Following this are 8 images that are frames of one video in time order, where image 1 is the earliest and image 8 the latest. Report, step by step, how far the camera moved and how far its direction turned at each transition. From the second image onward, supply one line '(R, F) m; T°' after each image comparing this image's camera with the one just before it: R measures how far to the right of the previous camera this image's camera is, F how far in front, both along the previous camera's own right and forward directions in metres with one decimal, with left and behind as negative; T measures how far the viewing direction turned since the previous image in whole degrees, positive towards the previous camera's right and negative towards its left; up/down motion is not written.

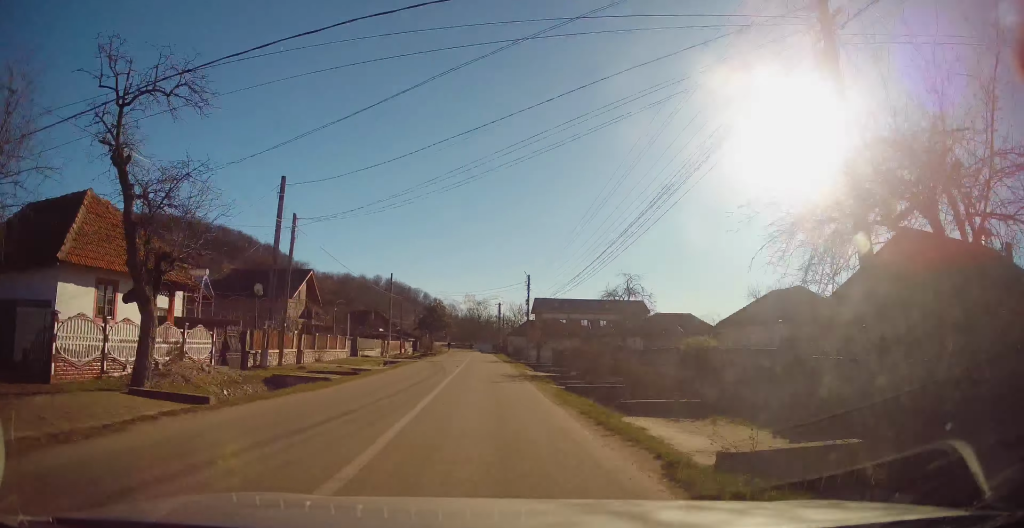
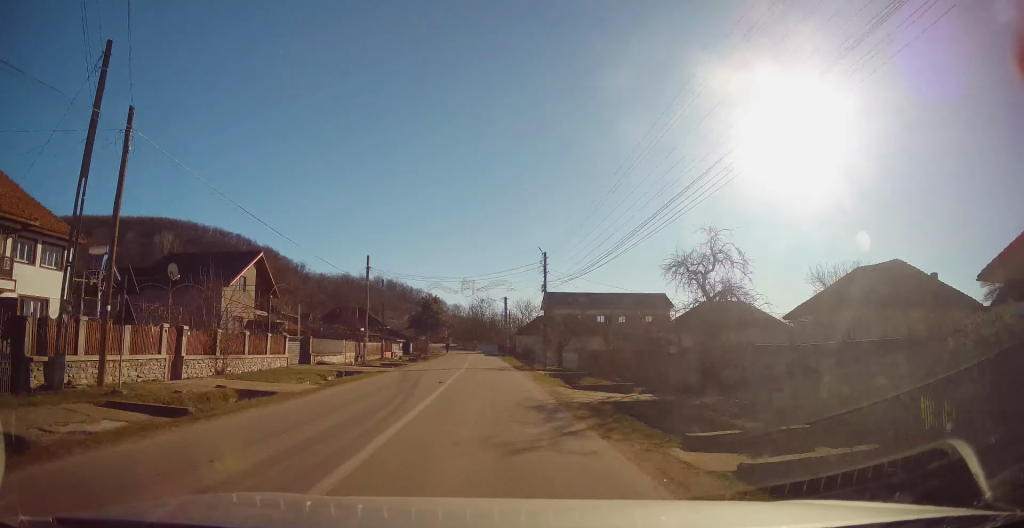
(+0.2, +12.2) m; -1°
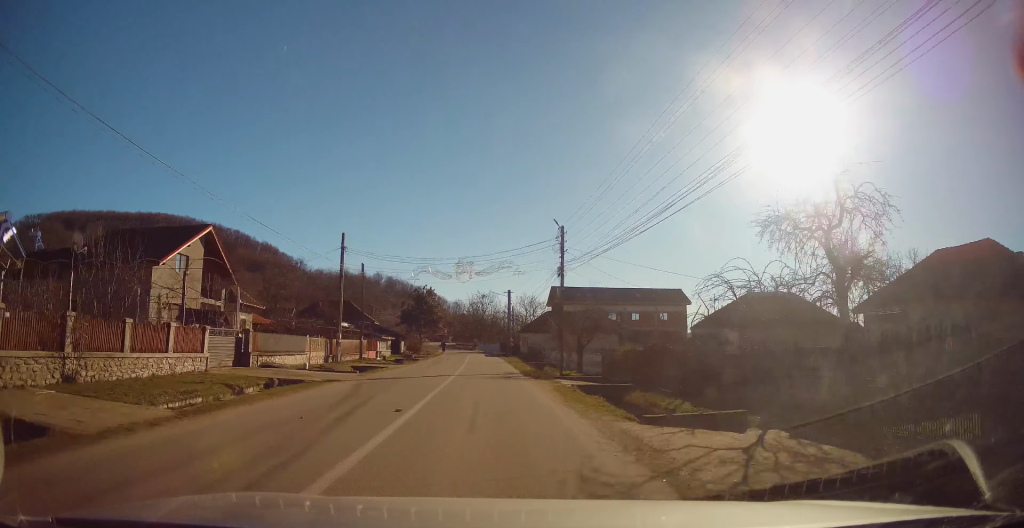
(0.0, +8.1) m; -1°
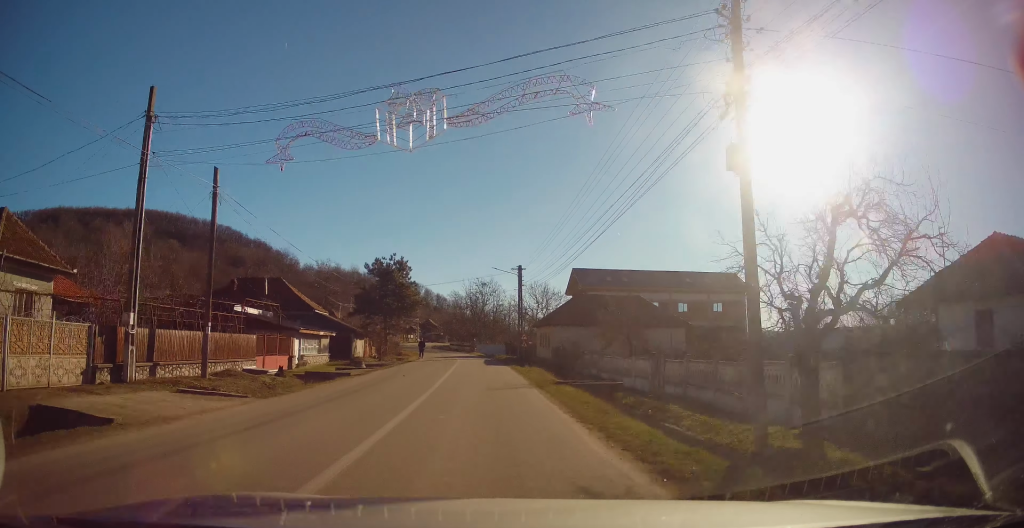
(-0.5, +21.8) m; -1°
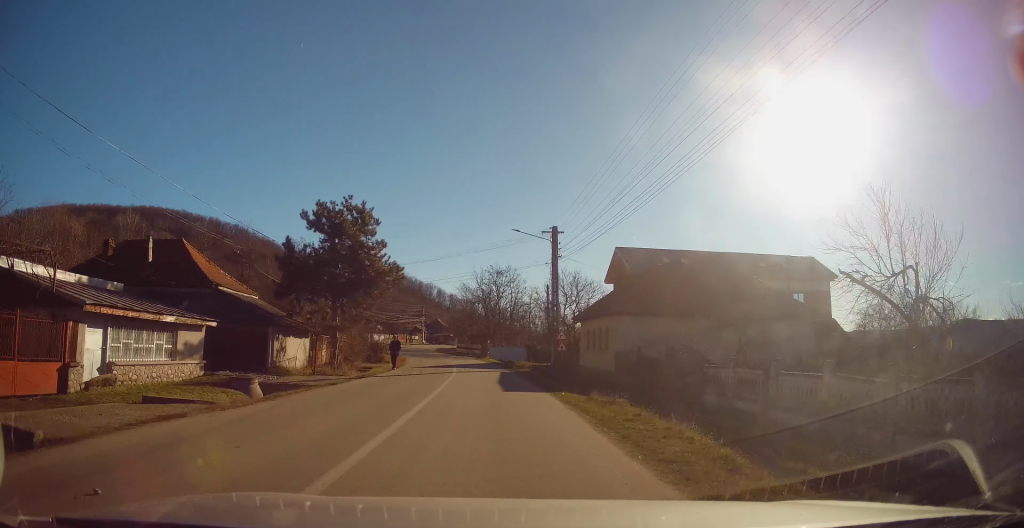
(0.0, +16.5) m; -1°
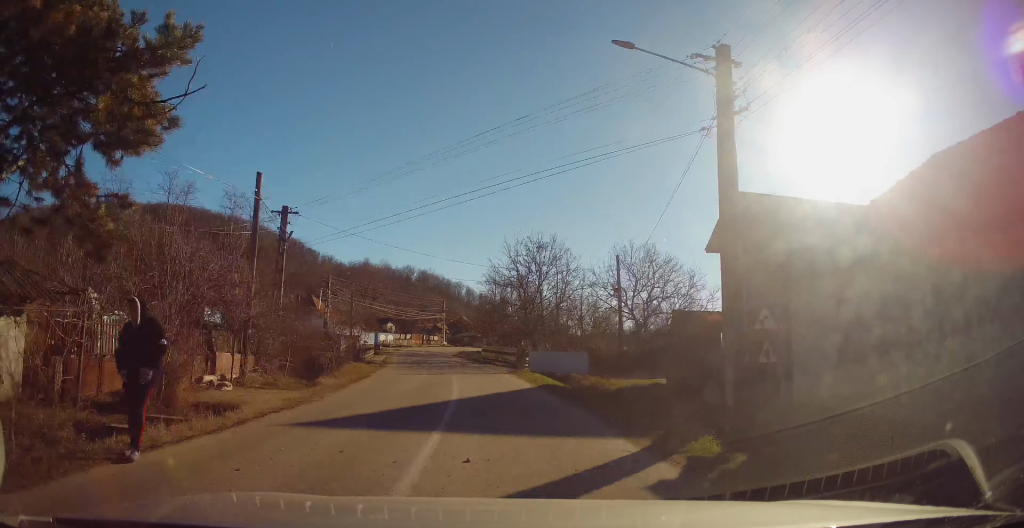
(-0.3, +20.3) m; -3°
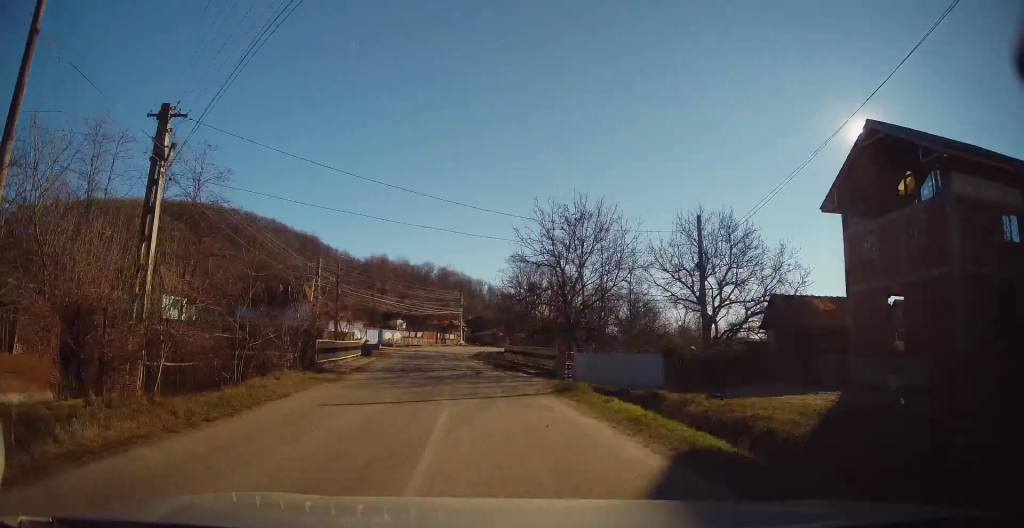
(-0.2, +11.7) m; -2°
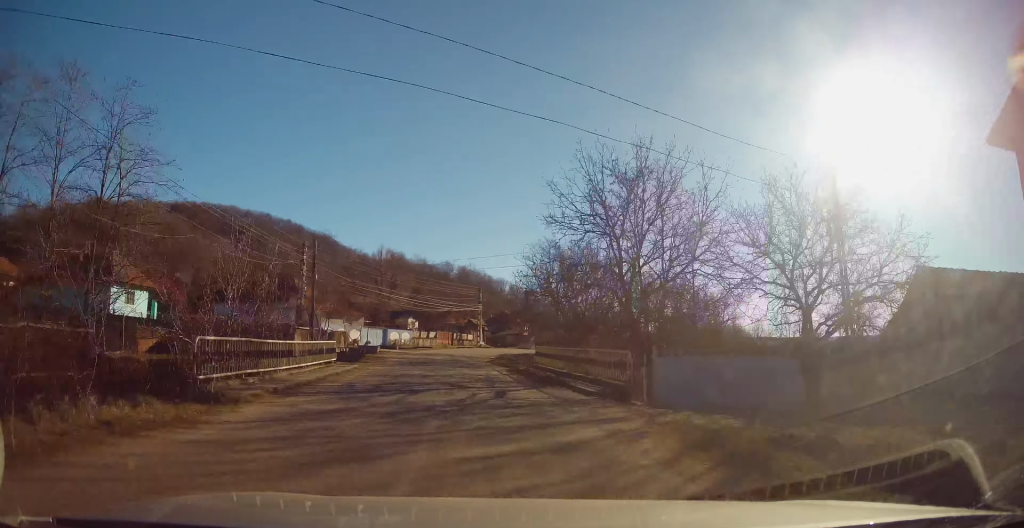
(-0.2, +10.0) m; -2°
